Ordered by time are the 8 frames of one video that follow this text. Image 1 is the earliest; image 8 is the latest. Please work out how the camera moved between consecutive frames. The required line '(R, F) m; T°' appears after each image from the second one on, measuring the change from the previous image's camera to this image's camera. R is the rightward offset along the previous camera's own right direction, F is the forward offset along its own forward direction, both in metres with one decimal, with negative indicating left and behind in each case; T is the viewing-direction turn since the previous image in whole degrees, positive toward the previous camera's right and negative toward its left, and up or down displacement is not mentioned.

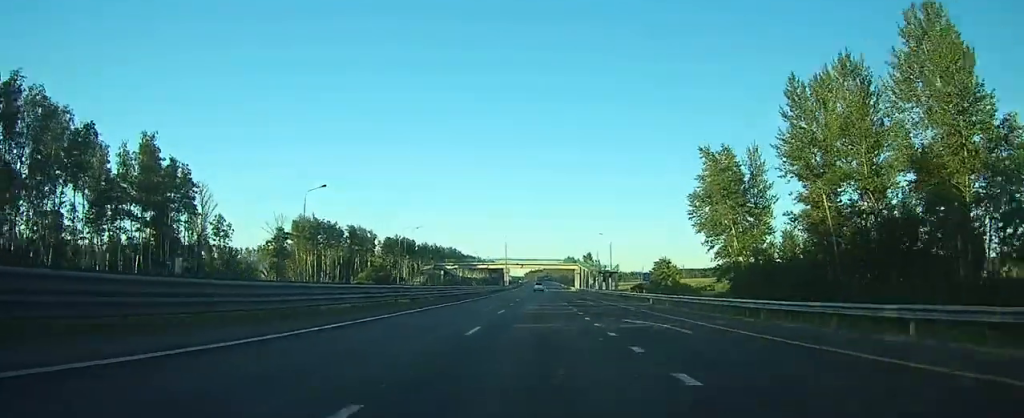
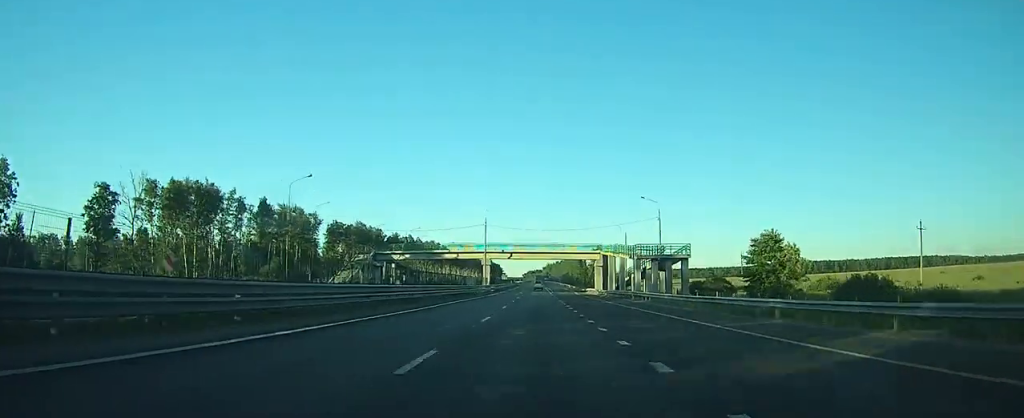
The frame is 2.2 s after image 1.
(+0.1, +54.6) m; 0°
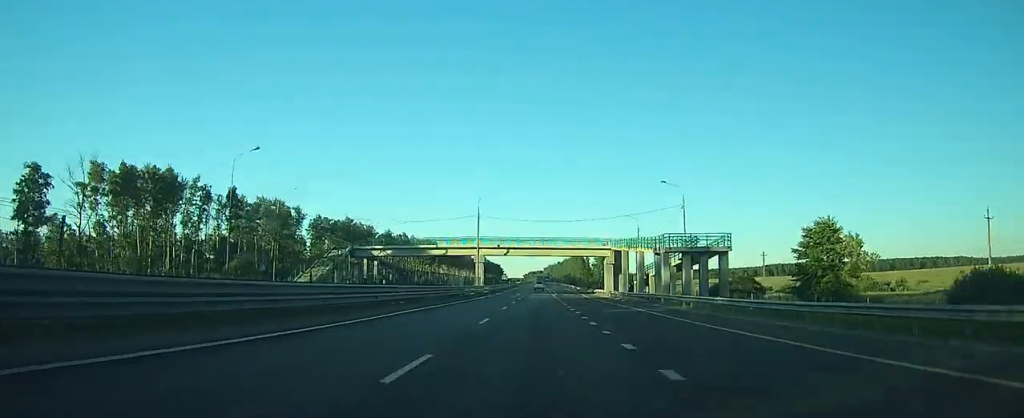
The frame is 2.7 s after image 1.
(0.0, +12.7) m; 0°
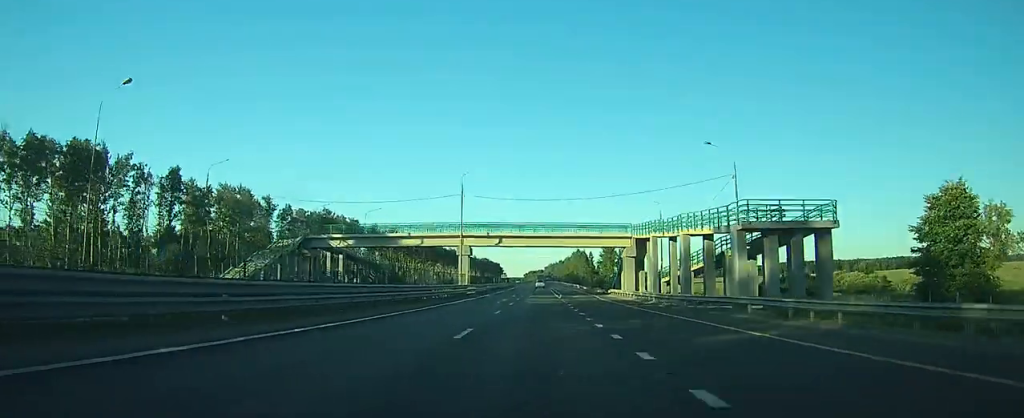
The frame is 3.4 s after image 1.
(0.0, +17.8) m; 0°
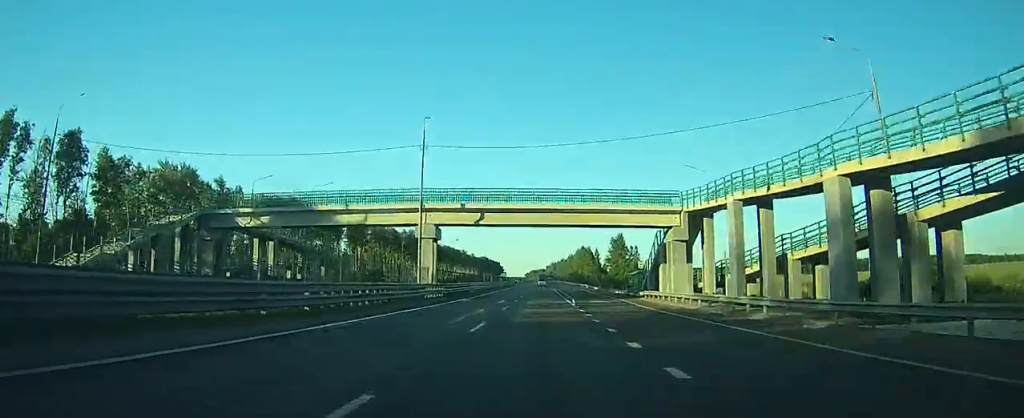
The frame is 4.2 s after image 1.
(0.0, +22.1) m; 0°
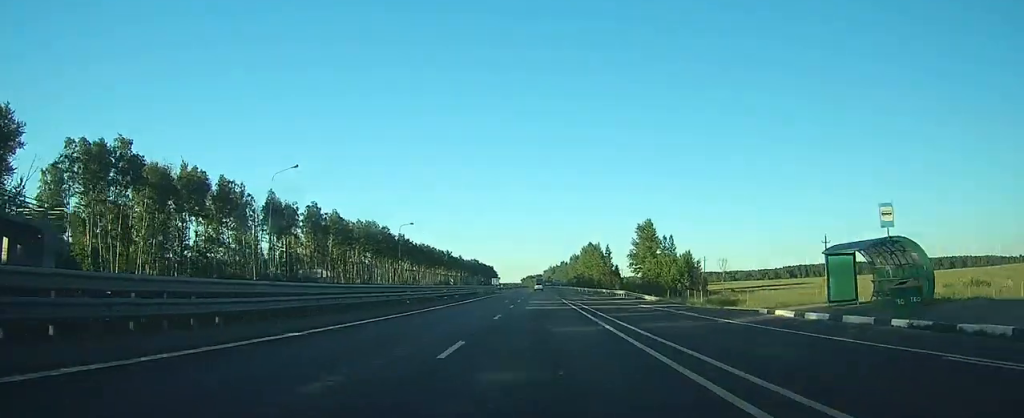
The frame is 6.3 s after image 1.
(0.0, +53.7) m; 0°
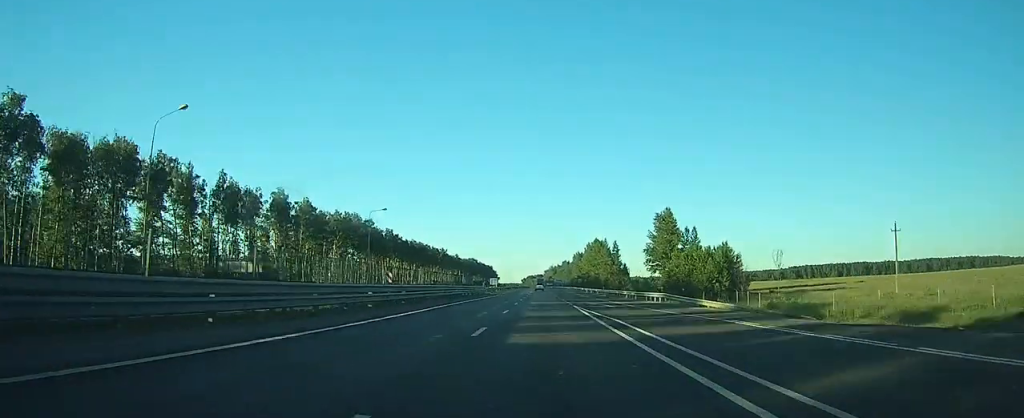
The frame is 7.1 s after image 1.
(+0.1, +19.5) m; 0°
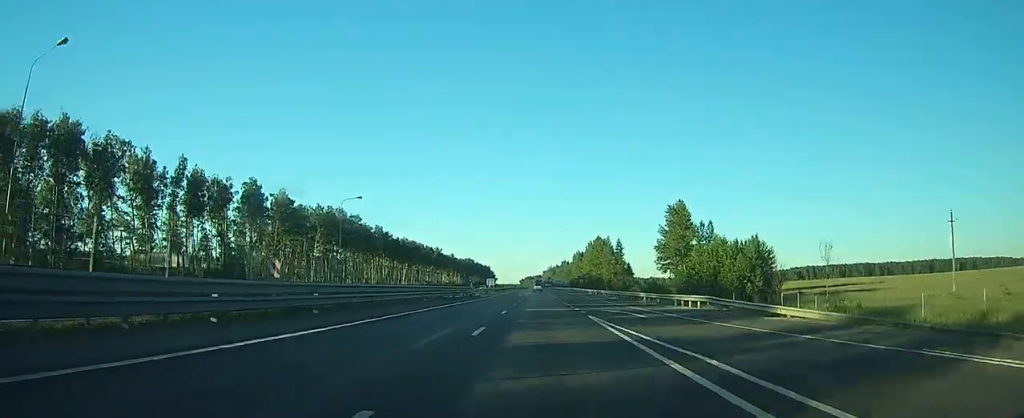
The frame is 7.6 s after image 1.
(0.0, +11.9) m; 0°
